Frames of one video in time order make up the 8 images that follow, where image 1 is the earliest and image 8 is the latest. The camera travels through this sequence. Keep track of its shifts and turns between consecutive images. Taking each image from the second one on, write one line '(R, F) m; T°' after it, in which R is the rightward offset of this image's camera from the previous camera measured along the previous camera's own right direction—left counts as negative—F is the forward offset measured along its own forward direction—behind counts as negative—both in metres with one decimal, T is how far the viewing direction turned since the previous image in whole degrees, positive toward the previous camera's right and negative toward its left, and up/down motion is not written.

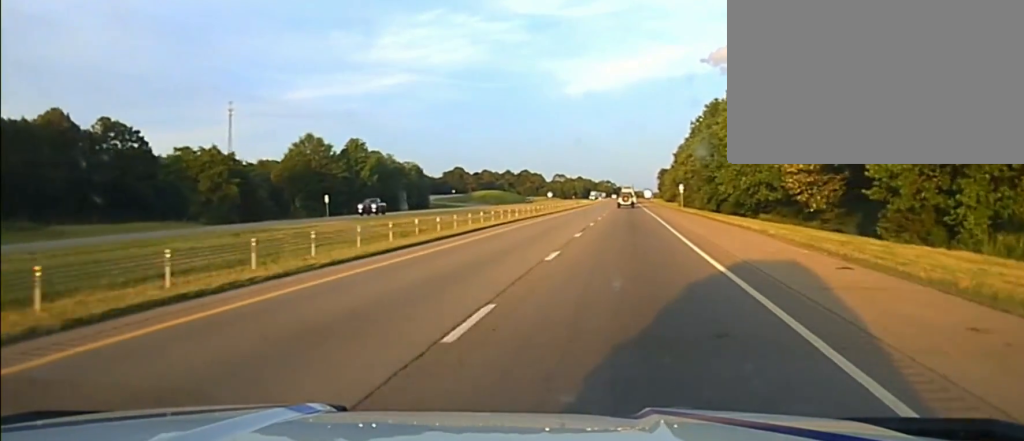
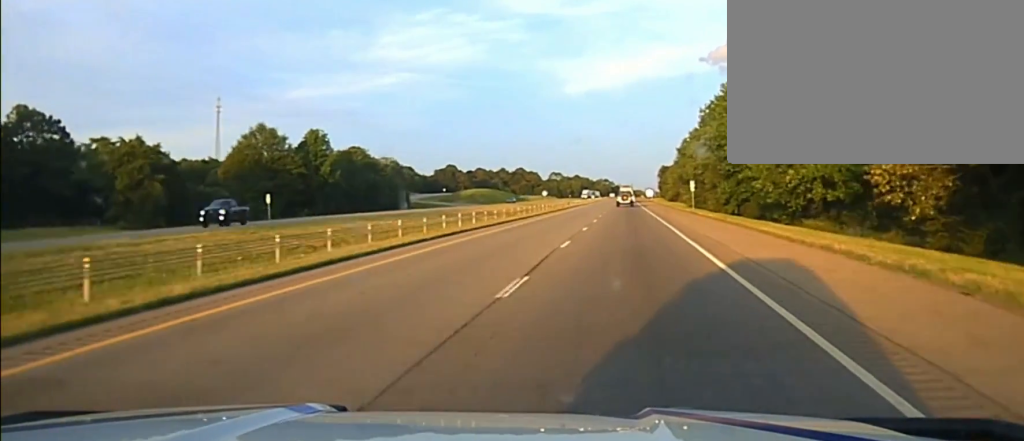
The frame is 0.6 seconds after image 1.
(+0.2, +21.4) m; 0°
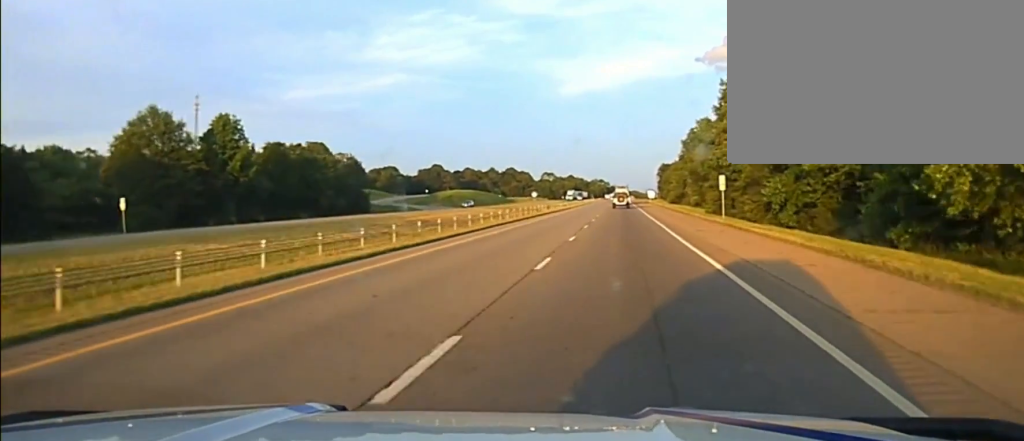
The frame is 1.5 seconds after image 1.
(+0.2, +31.3) m; 0°
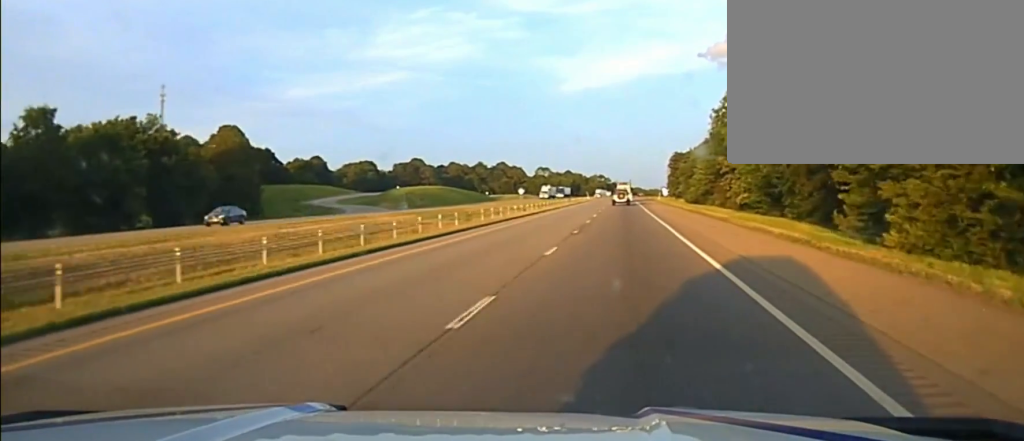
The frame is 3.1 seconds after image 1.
(-0.7, +60.3) m; -1°
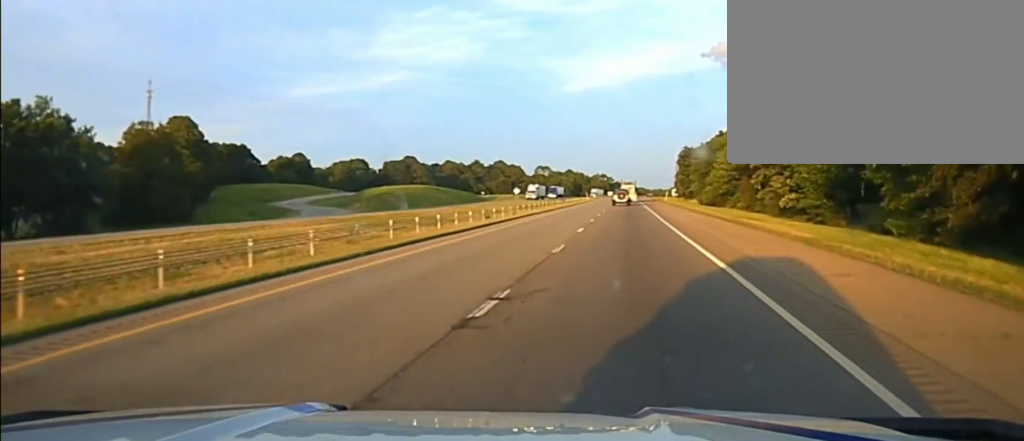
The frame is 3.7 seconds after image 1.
(0.0, +22.5) m; 0°
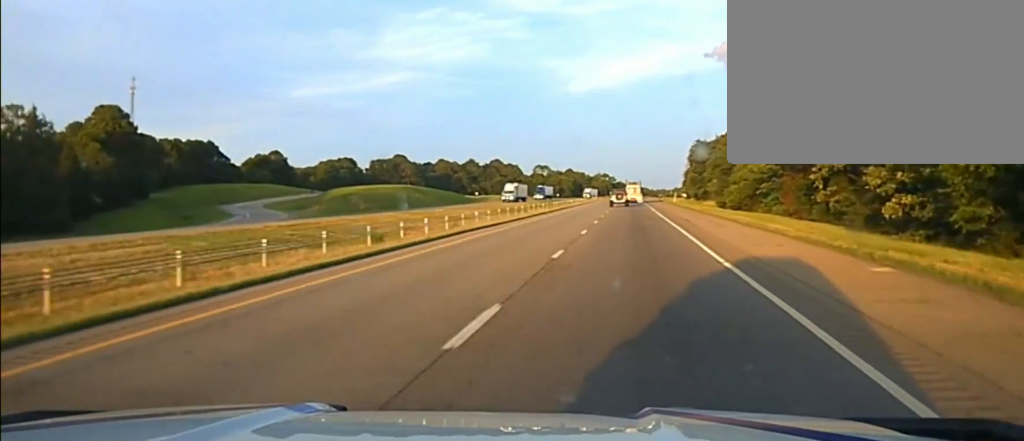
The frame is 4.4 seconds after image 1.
(0.0, +26.5) m; 0°
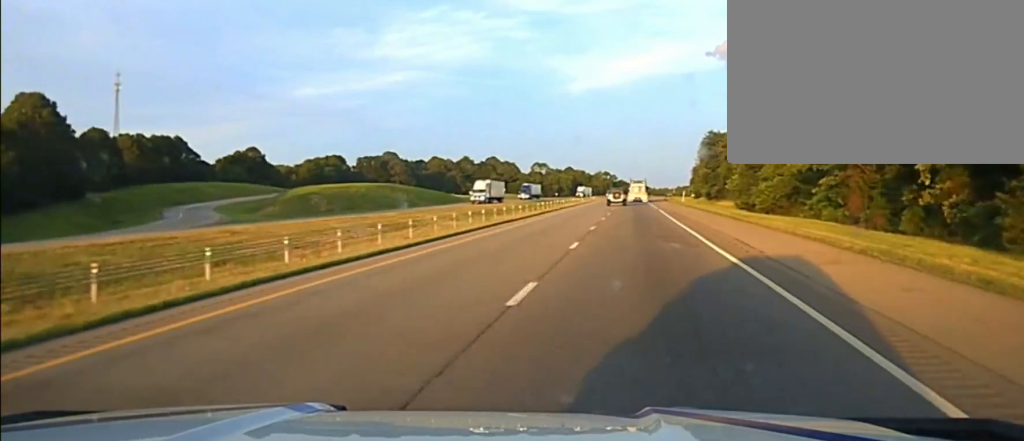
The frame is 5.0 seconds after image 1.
(0.0, +21.9) m; 0°
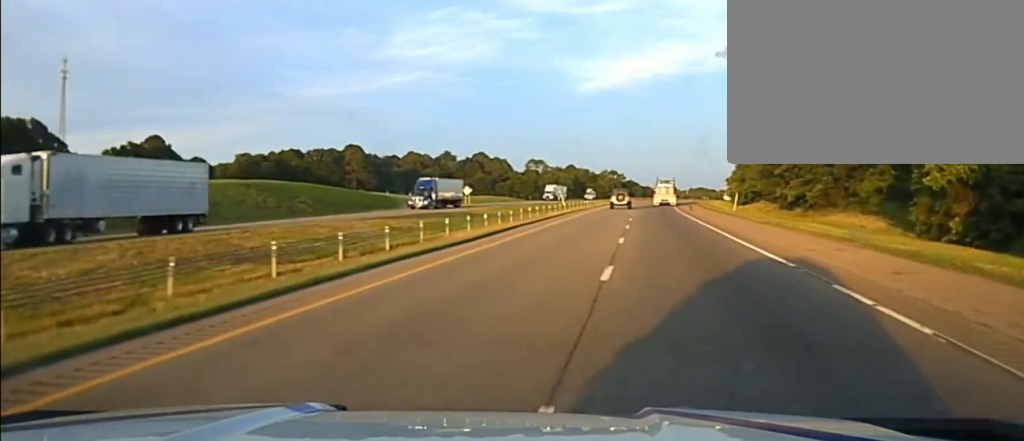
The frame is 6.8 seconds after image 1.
(-0.1, +71.0) m; 0°
